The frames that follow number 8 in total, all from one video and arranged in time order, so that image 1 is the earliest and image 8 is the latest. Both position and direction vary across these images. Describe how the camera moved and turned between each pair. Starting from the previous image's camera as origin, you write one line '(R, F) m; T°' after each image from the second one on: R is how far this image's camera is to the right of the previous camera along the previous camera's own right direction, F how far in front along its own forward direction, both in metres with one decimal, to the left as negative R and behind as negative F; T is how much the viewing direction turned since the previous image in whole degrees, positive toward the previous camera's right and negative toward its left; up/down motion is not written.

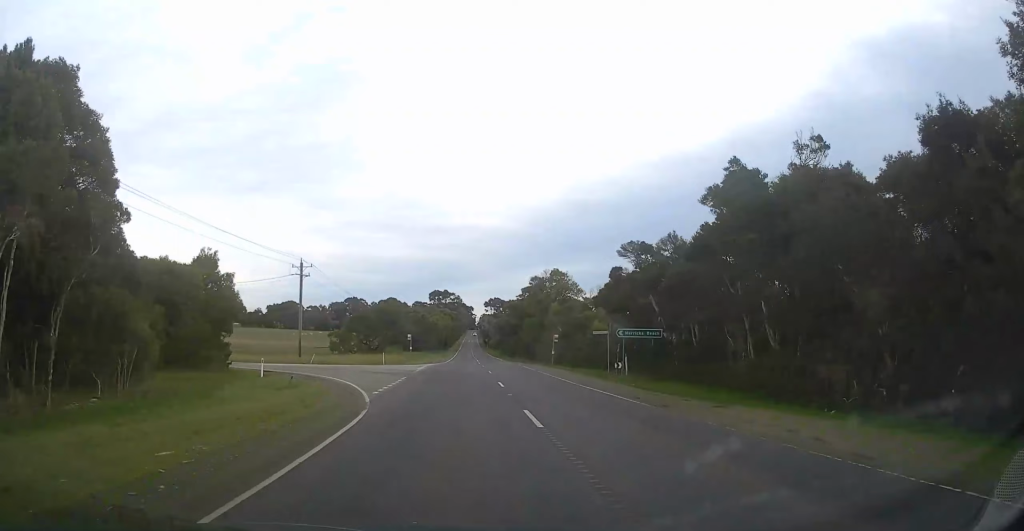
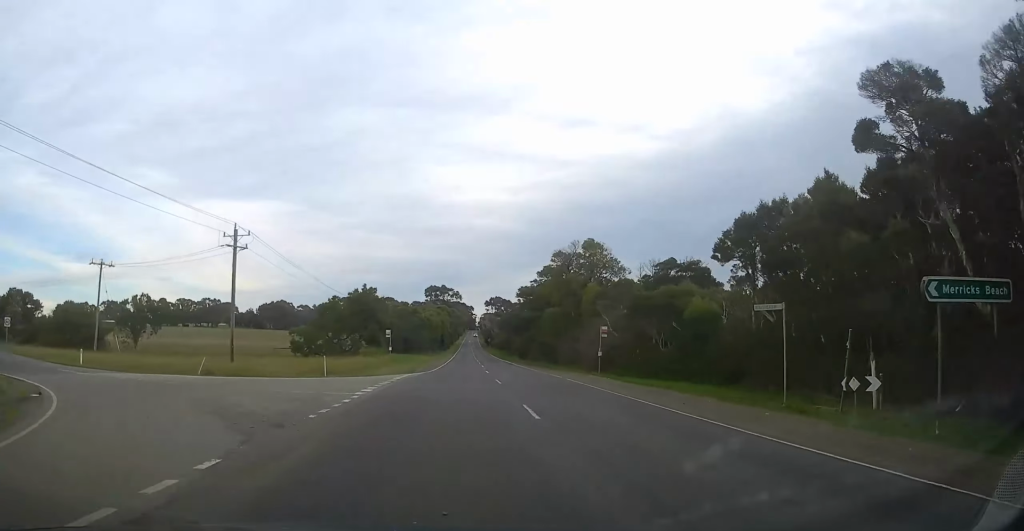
(-0.1, +22.8) m; 0°
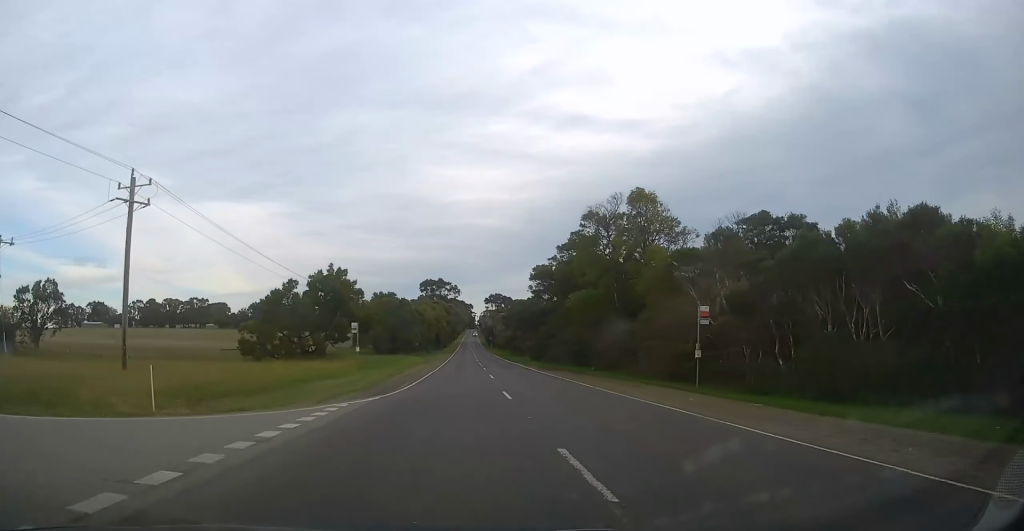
(0.0, +18.2) m; 0°
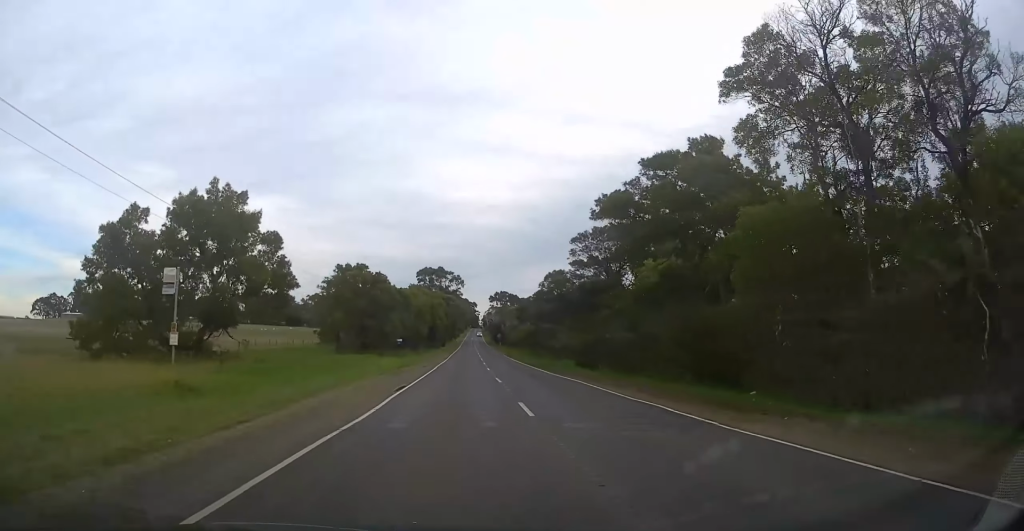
(-0.1, +28.8) m; 0°
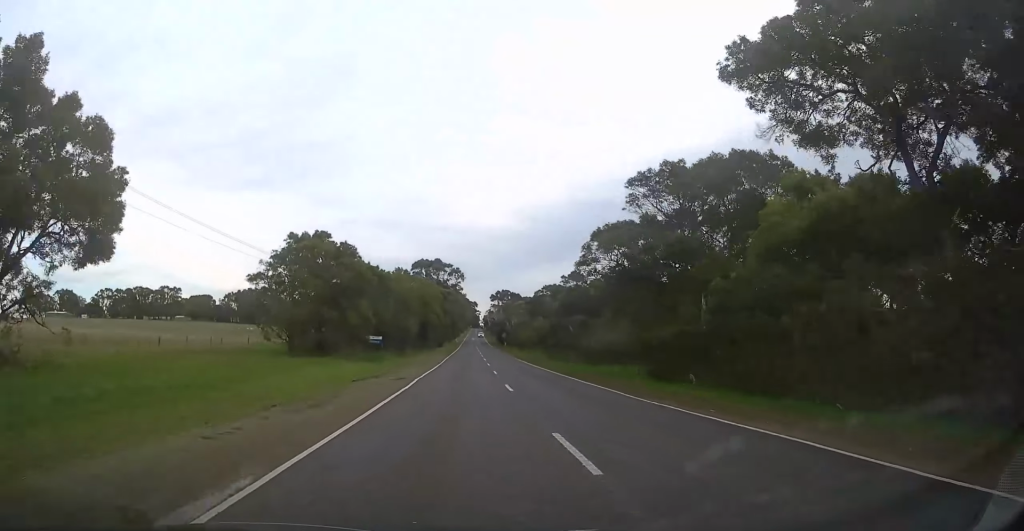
(-0.2, +17.3) m; 0°
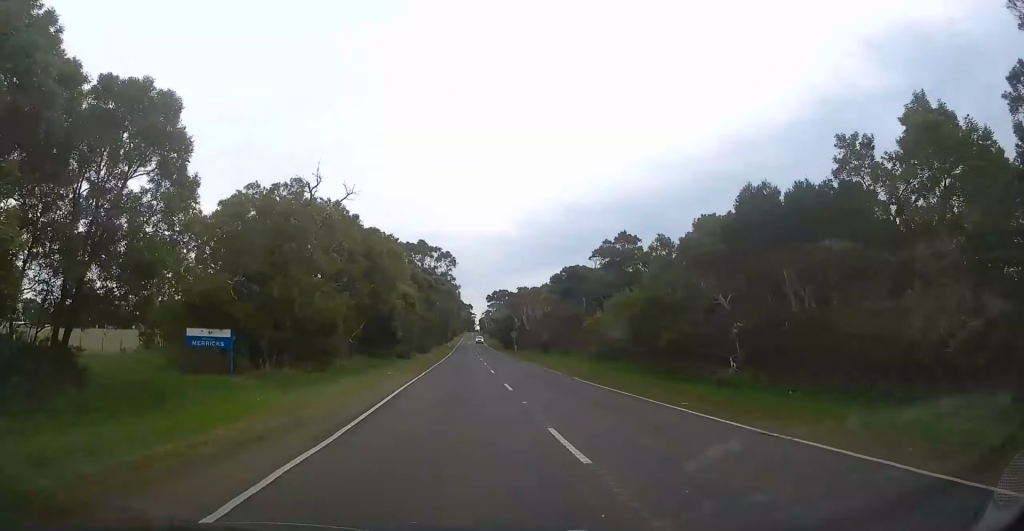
(+0.4, +34.7) m; +1°
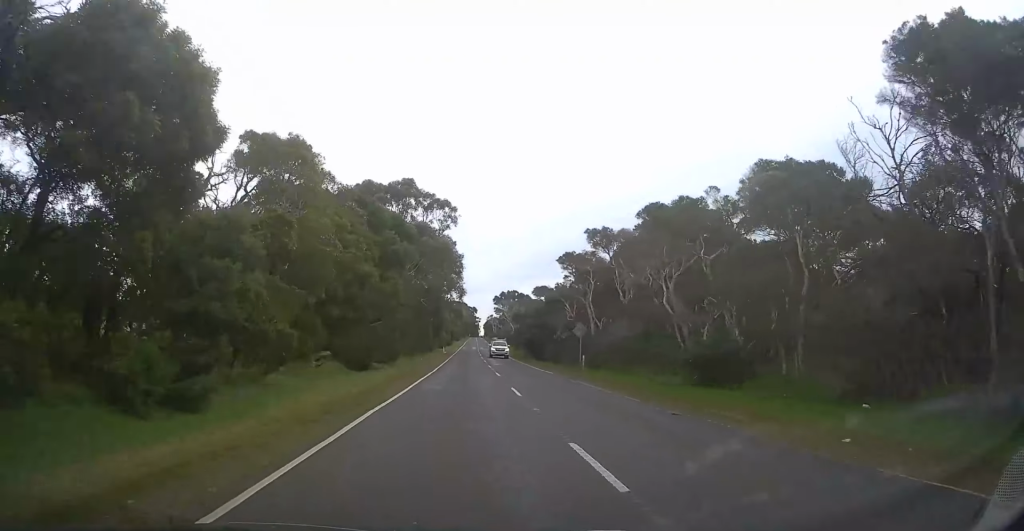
(-0.4, +48.3) m; -1°
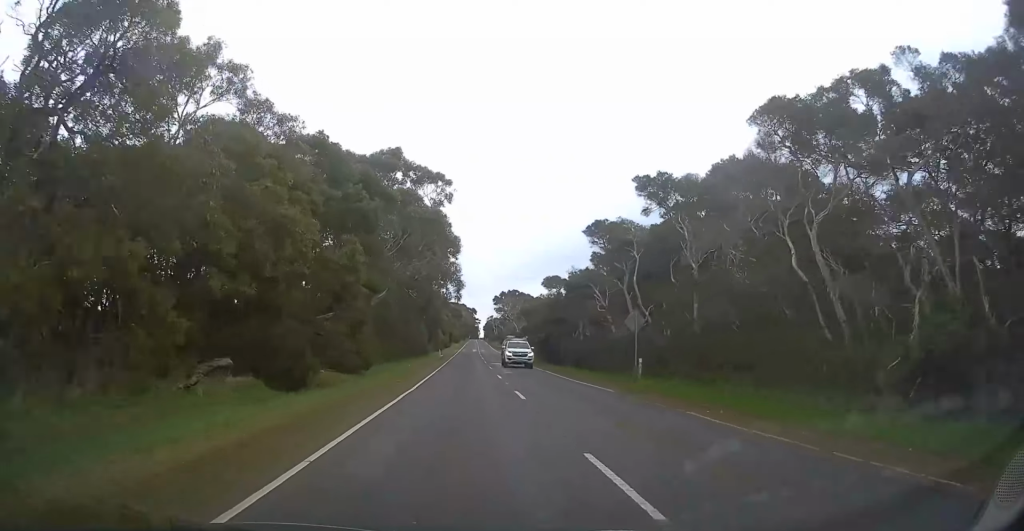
(+0.1, +12.8) m; 0°
